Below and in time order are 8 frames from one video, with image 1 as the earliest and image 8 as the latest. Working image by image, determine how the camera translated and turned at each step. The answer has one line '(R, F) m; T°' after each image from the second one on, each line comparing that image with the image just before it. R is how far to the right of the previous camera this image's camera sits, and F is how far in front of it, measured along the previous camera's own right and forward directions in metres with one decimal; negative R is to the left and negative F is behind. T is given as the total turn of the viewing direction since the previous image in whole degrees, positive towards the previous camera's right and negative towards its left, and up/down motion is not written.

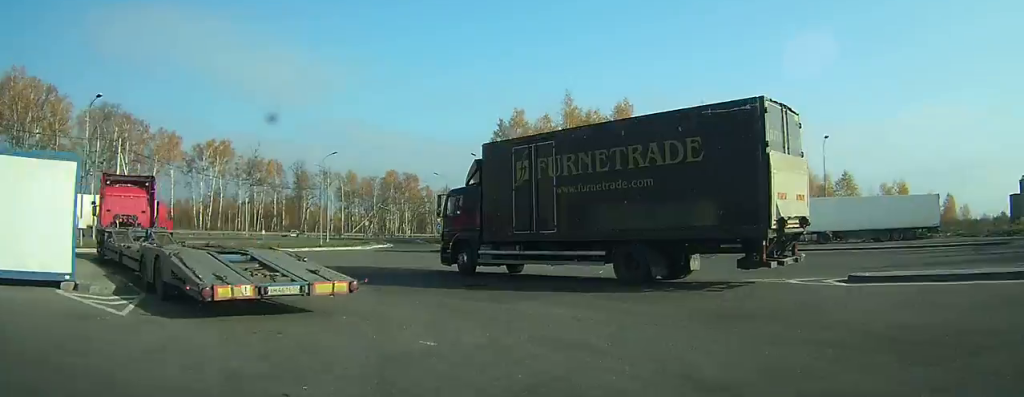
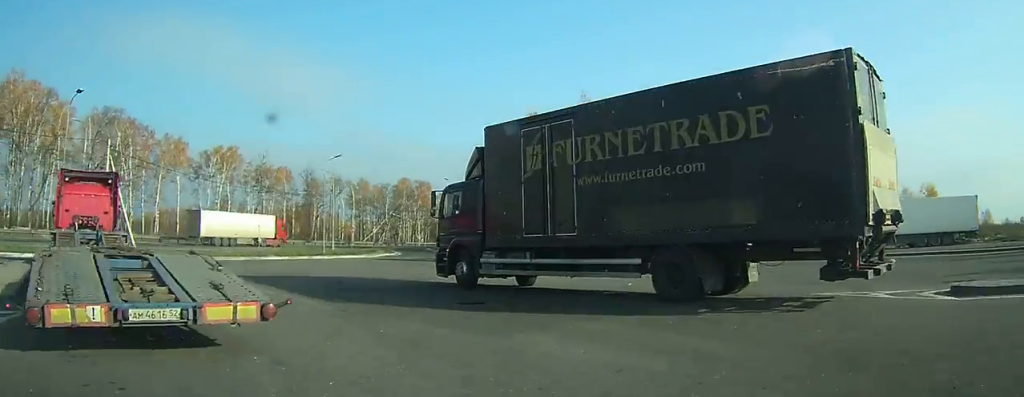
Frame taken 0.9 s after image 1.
(0.0, +2.6) m; -5°
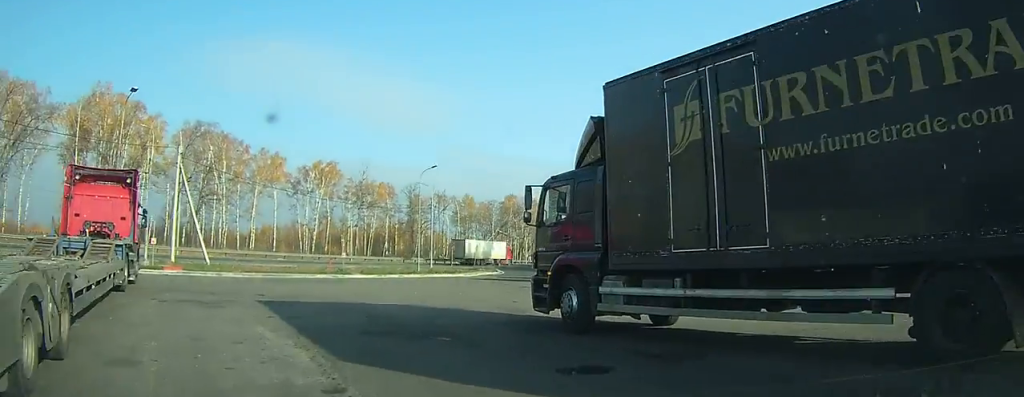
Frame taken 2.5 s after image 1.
(-0.3, +5.0) m; -11°
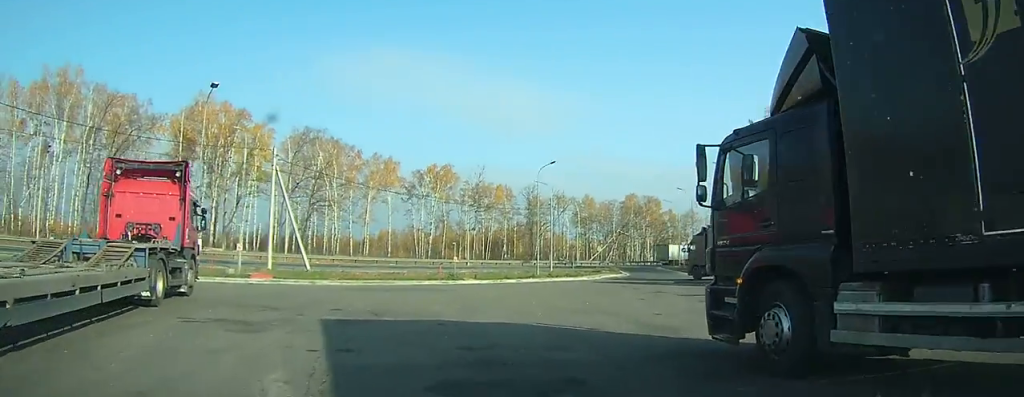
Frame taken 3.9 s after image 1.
(-0.6, +4.7) m; -7°
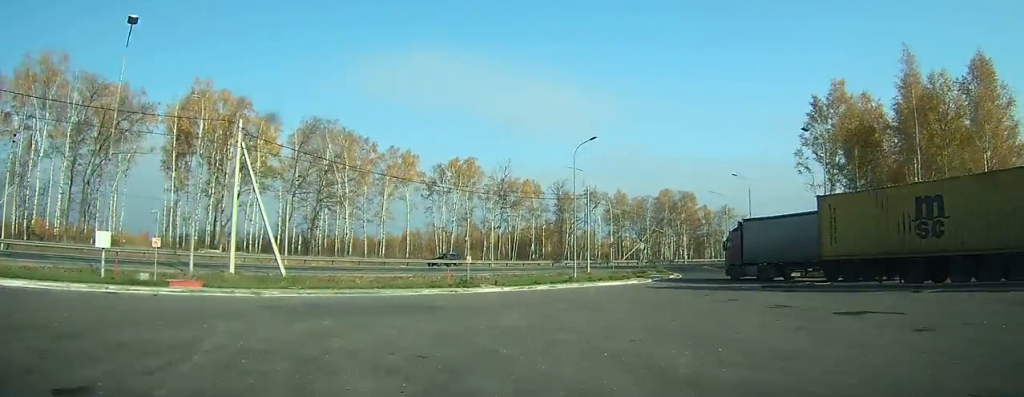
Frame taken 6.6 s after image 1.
(-1.0, +11.1) m; -1°
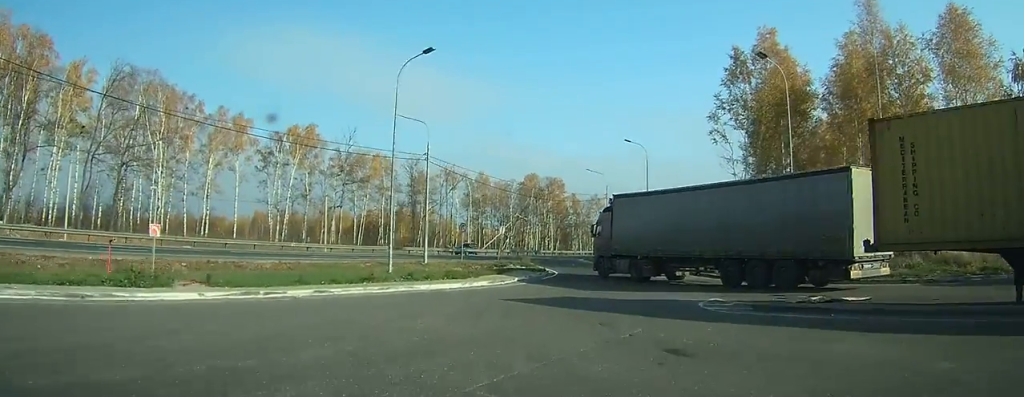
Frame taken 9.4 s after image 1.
(+1.5, +14.2) m; +8°
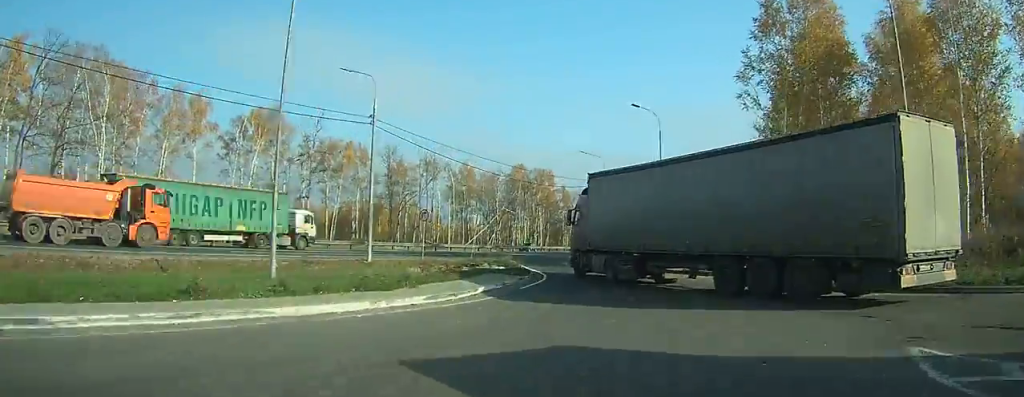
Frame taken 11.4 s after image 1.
(+0.2, +10.1) m; +1°
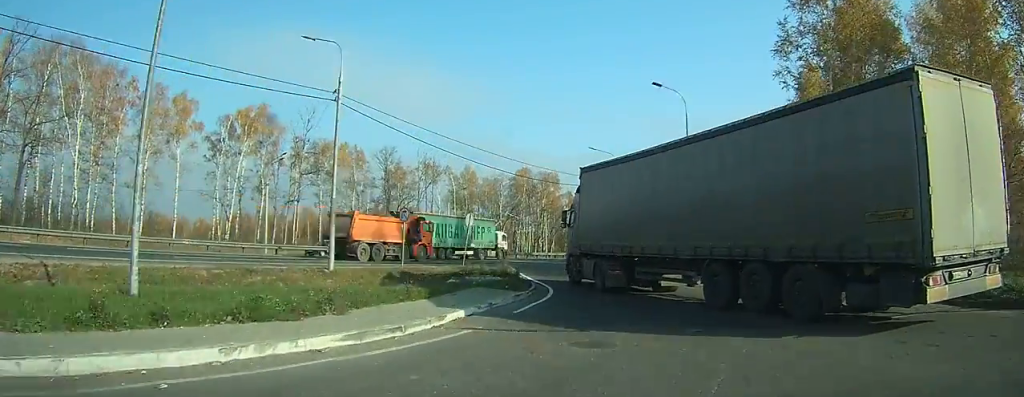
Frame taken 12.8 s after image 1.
(0.0, +6.3) m; 0°
